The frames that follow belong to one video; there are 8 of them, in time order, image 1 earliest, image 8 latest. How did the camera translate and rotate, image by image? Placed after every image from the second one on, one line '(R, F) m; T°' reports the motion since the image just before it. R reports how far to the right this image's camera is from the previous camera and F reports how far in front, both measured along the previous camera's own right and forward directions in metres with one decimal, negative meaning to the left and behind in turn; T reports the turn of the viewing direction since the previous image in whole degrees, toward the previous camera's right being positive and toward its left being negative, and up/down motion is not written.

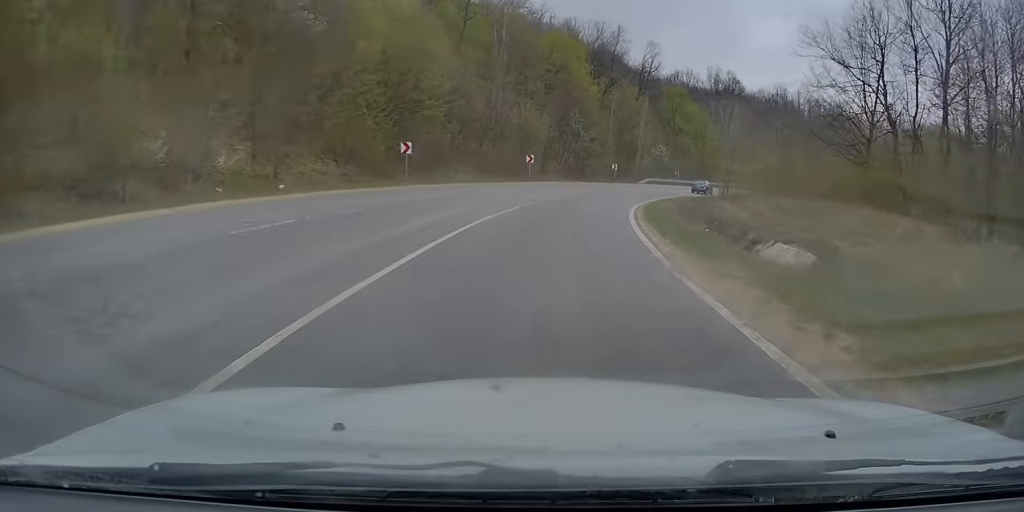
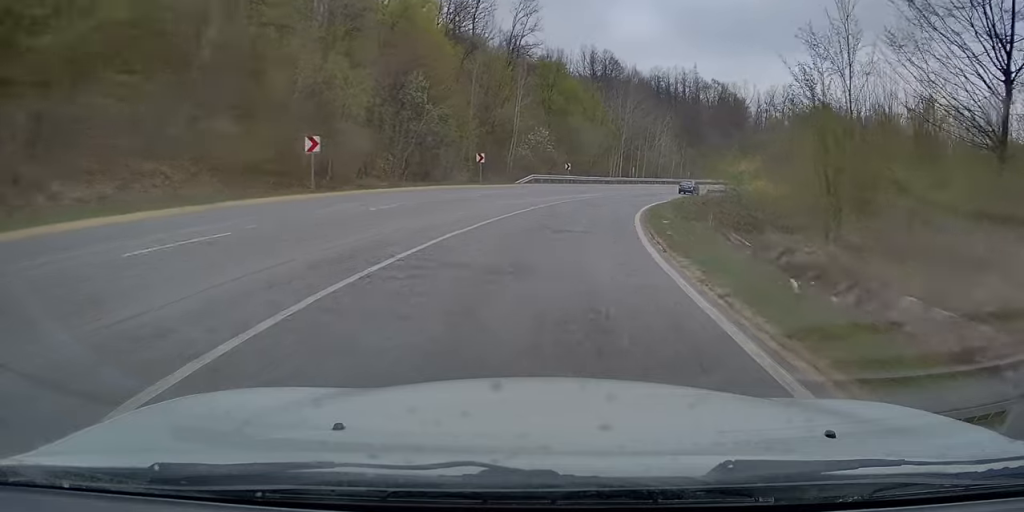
(+2.6, +28.1) m; +12°
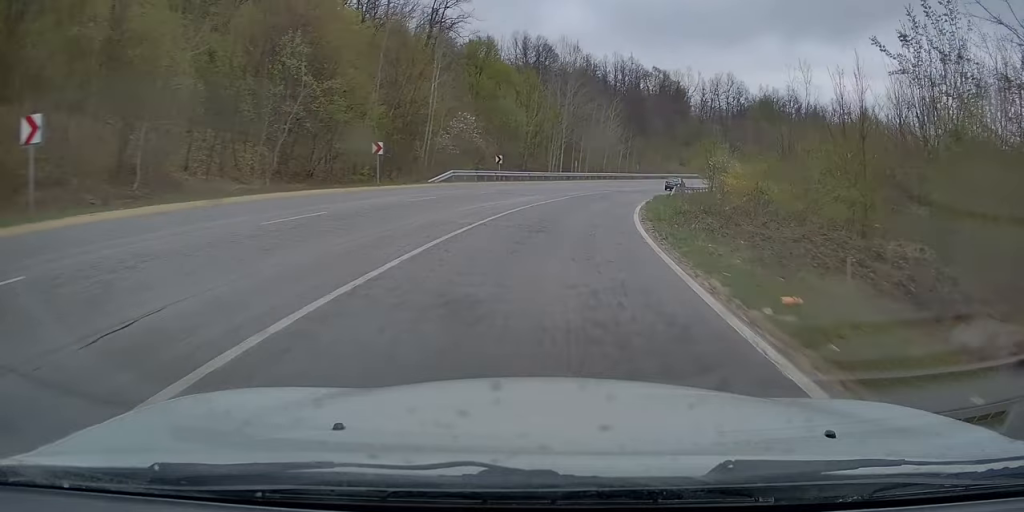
(+0.9, +13.3) m; +6°
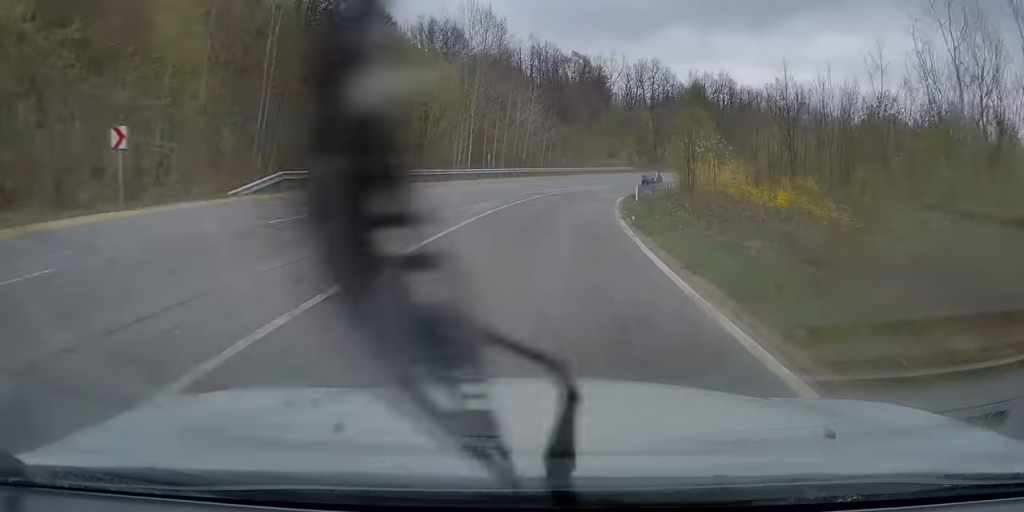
(+1.1, +16.5) m; +7°
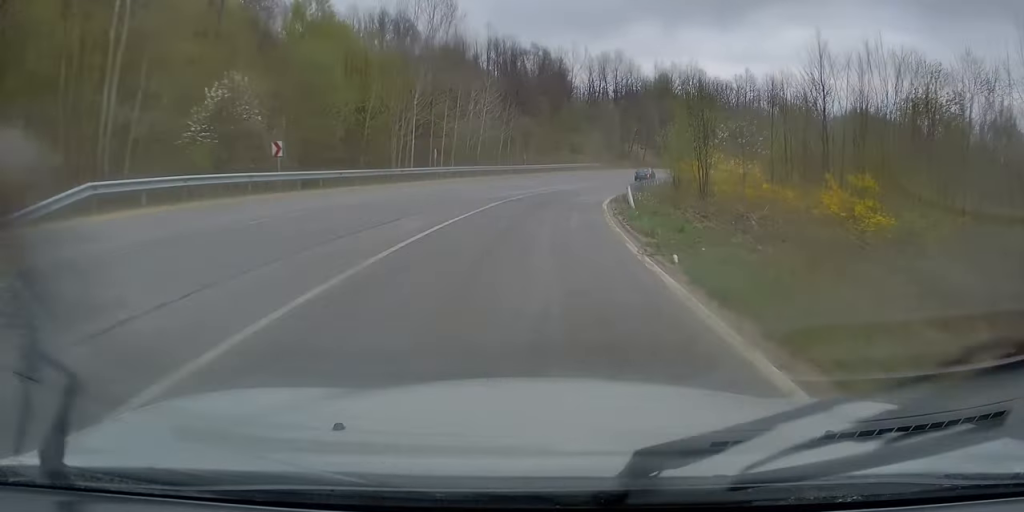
(+0.1, +9.2) m; +3°
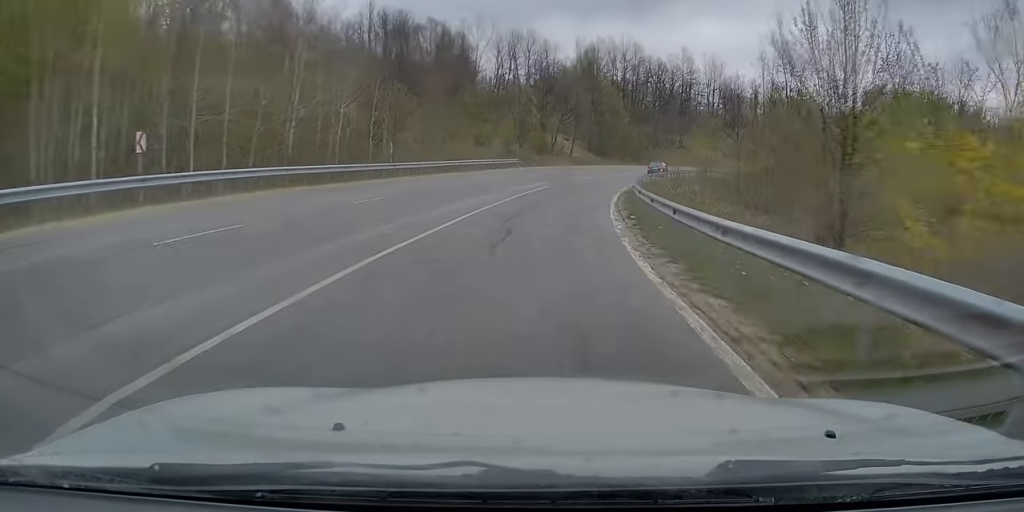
(+2.4, +28.5) m; +9°
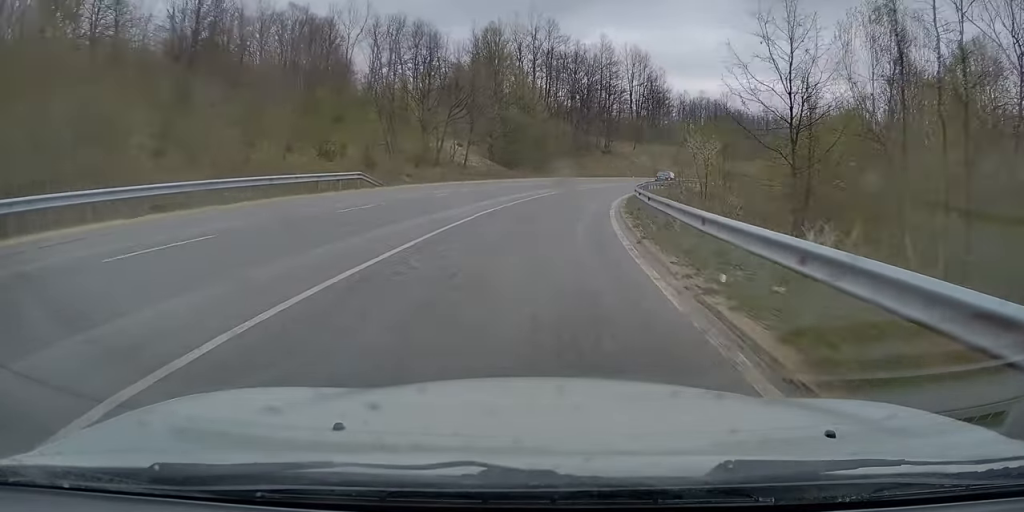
(+2.0, +26.9) m; +9°
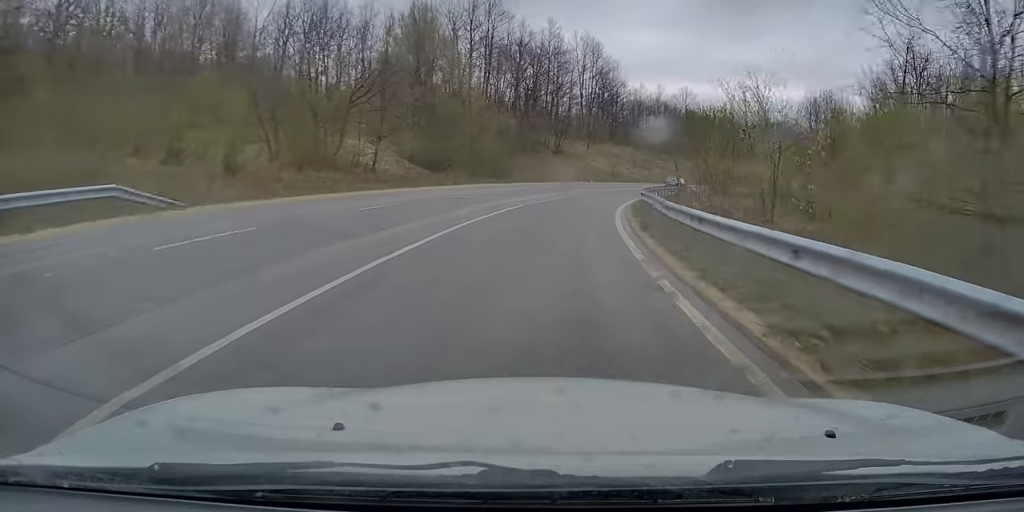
(+0.8, +15.9) m; +5°
